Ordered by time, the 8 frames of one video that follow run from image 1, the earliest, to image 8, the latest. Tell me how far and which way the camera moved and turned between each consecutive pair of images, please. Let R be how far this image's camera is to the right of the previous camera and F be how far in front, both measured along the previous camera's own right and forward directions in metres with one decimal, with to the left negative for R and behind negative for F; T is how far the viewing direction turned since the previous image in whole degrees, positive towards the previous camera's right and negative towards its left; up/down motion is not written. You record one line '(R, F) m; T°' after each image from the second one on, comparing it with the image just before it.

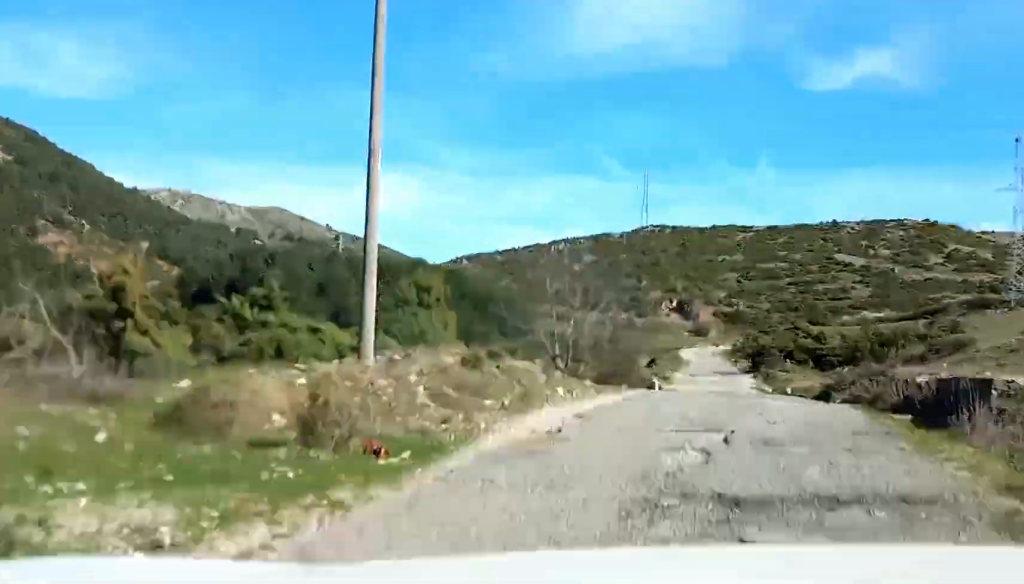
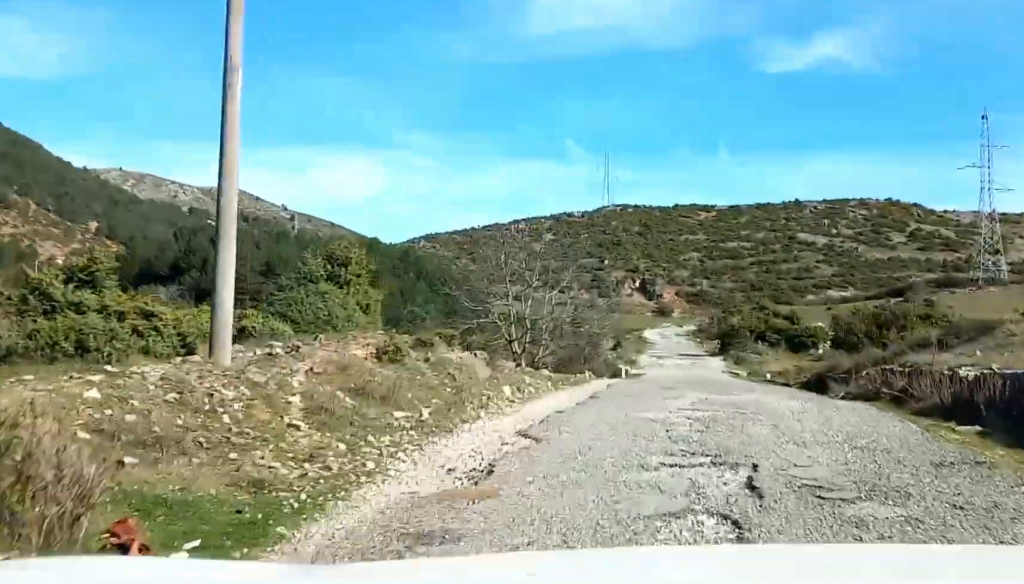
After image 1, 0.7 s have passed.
(+0.1, +6.0) m; 0°
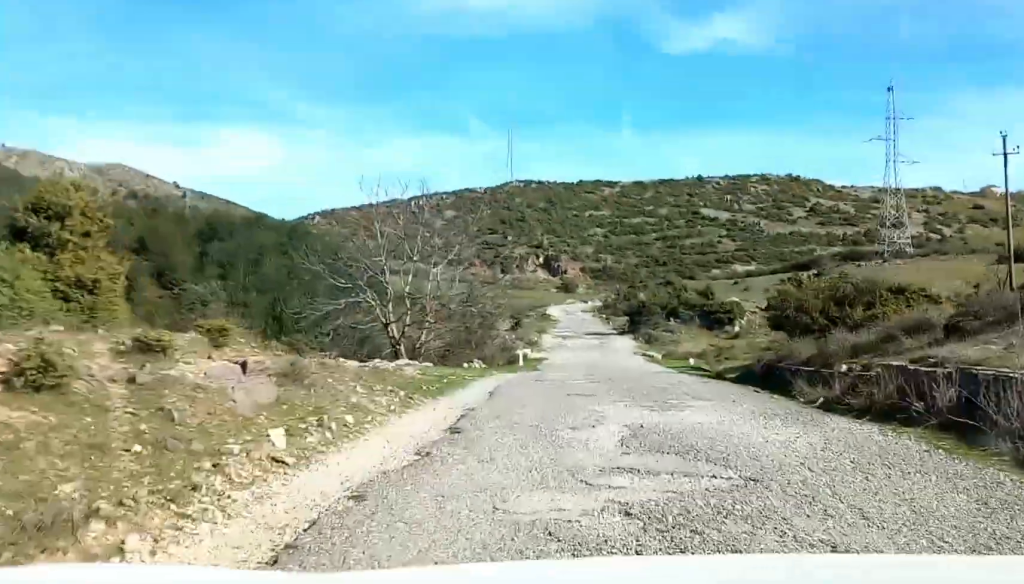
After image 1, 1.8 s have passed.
(0.0, +9.7) m; +2°
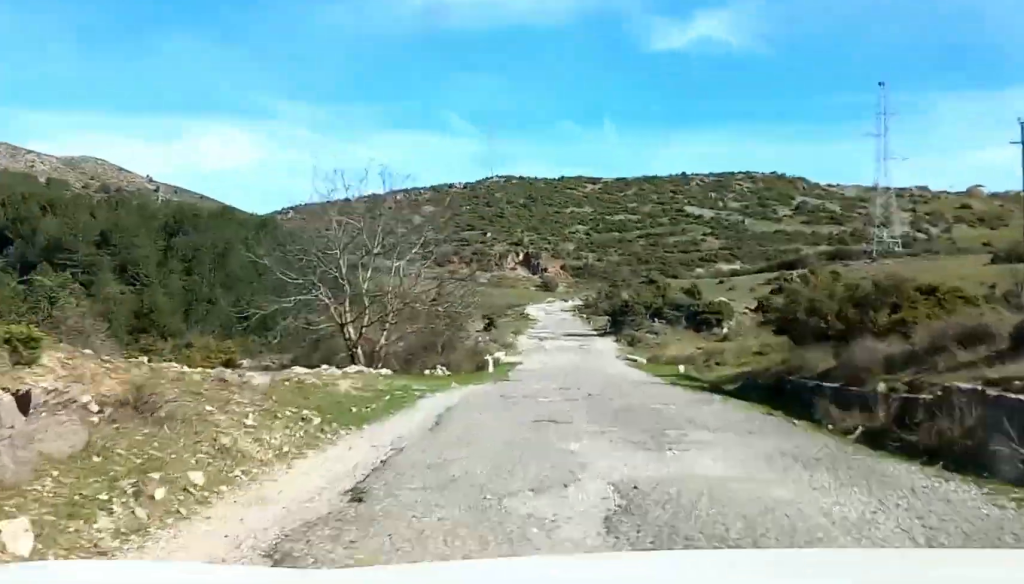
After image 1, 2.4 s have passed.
(+0.1, +4.7) m; +2°
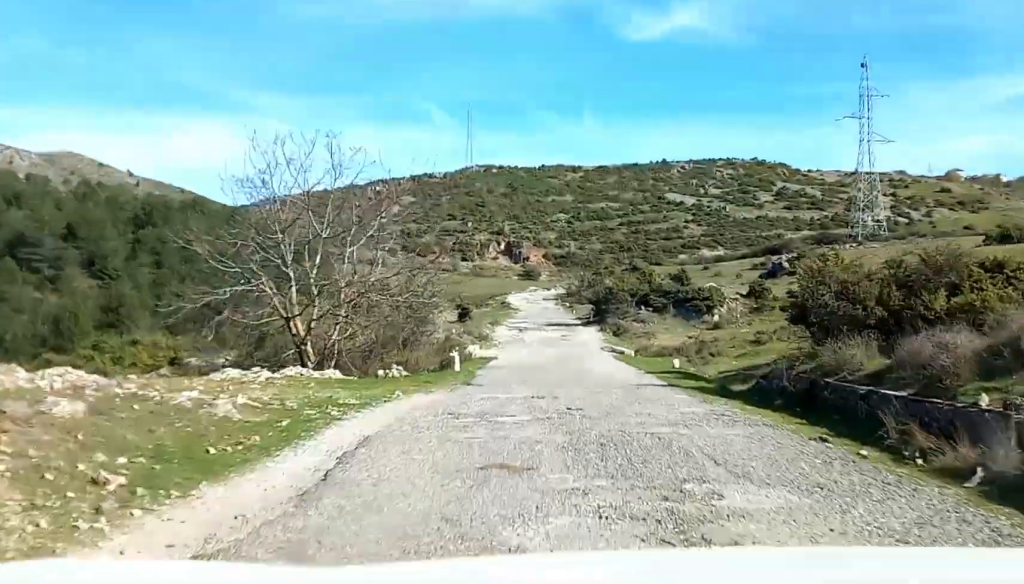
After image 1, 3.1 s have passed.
(+0.1, +6.5) m; +2°
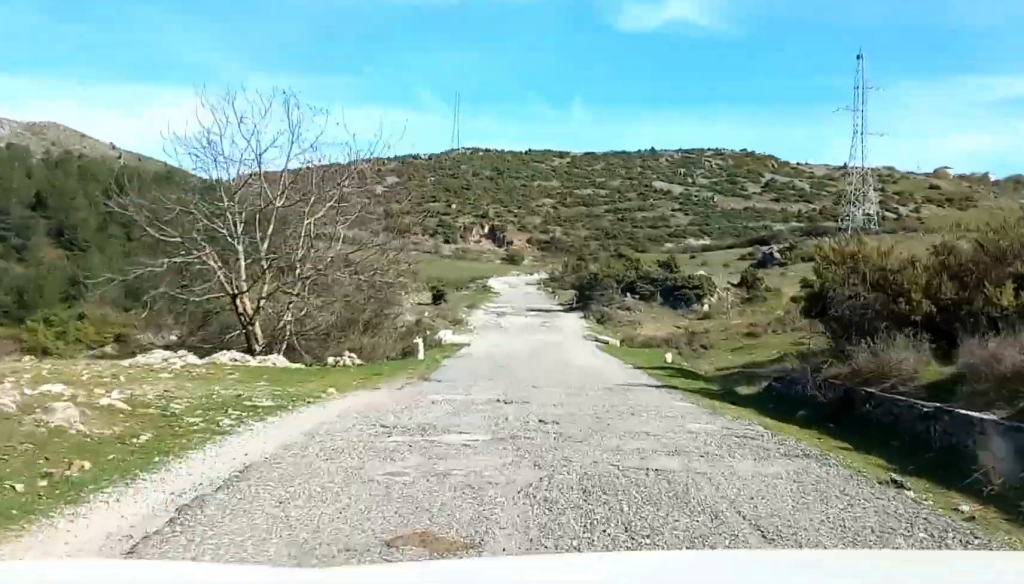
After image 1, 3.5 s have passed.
(0.0, +4.4) m; +1°
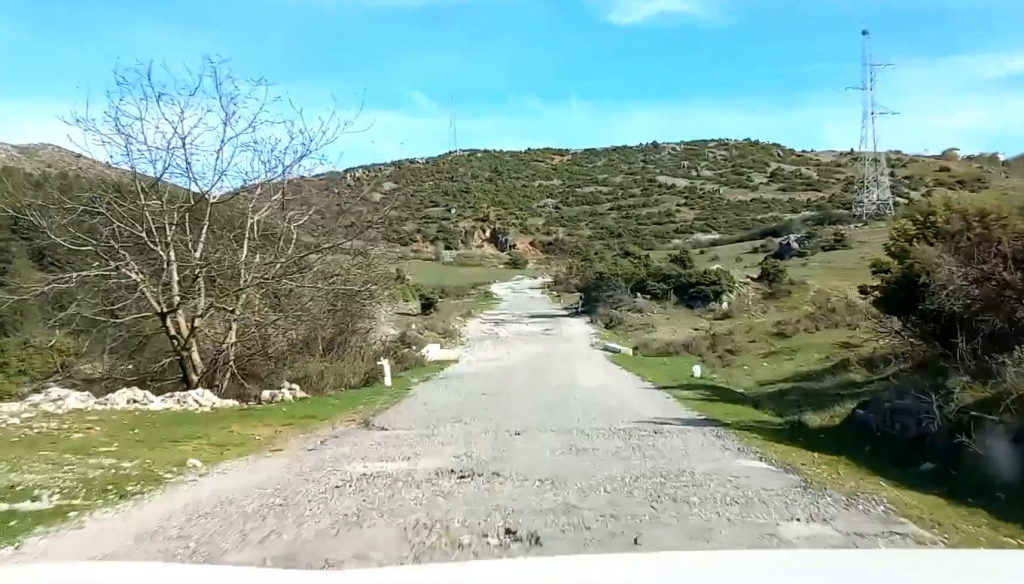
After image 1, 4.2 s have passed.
(+0.2, +7.3) m; 0°
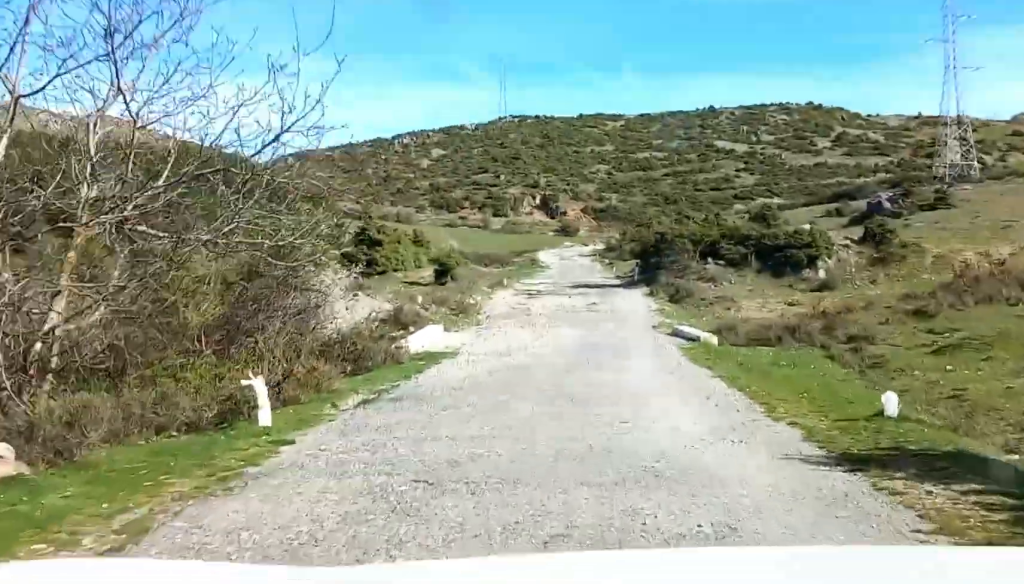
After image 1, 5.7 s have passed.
(-0.4, +11.8) m; -3°
